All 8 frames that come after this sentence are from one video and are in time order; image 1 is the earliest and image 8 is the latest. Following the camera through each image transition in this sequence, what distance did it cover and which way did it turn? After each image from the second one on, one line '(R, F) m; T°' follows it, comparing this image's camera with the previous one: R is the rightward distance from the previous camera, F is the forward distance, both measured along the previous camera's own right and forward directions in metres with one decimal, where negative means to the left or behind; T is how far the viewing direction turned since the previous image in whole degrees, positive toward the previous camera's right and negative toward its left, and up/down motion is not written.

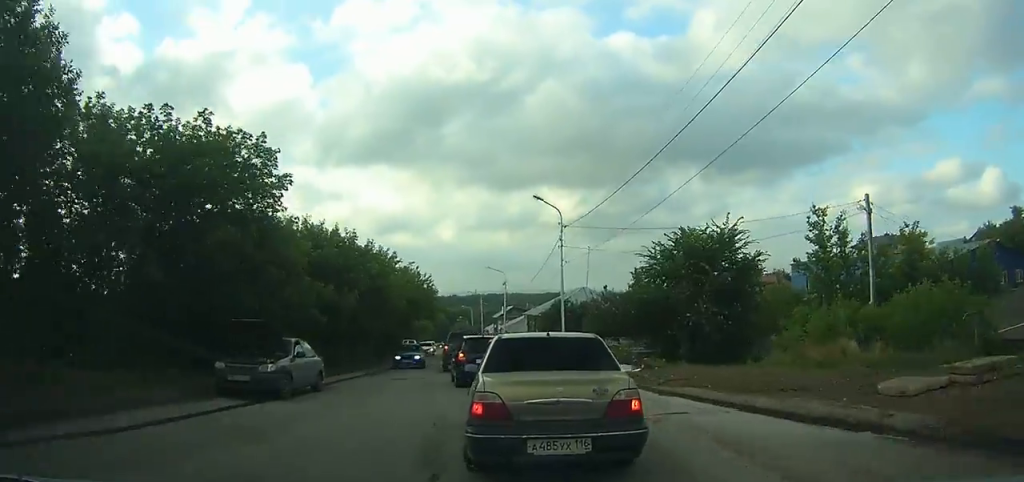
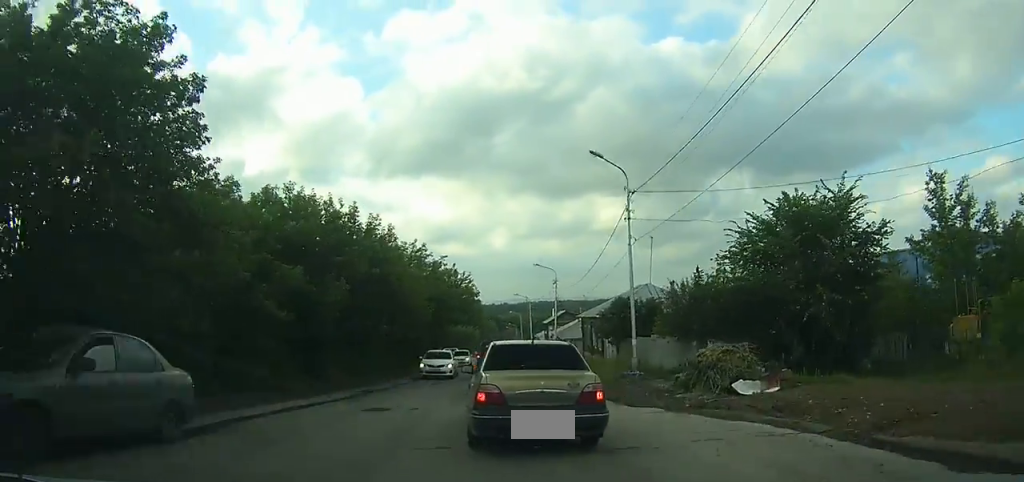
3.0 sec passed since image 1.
(-0.5, +8.7) m; -4°
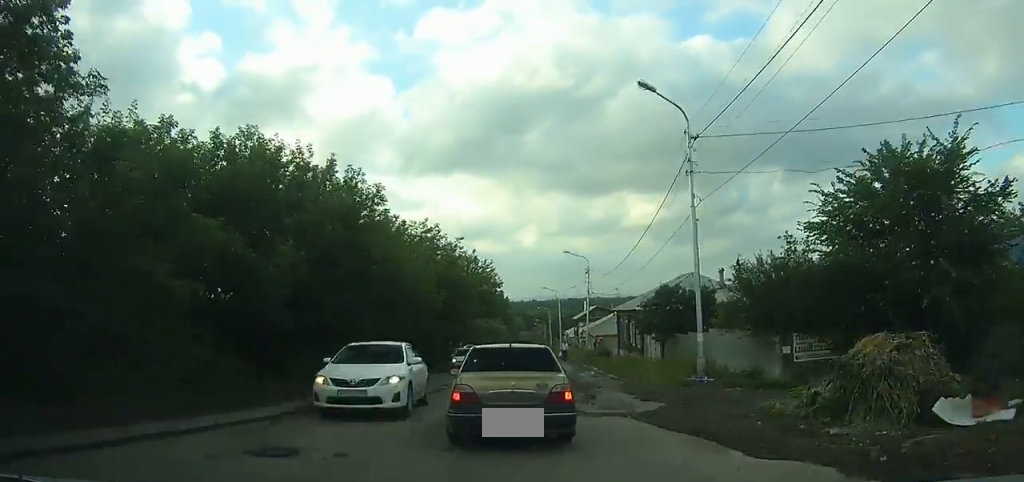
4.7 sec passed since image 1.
(-0.1, +5.4) m; -2°
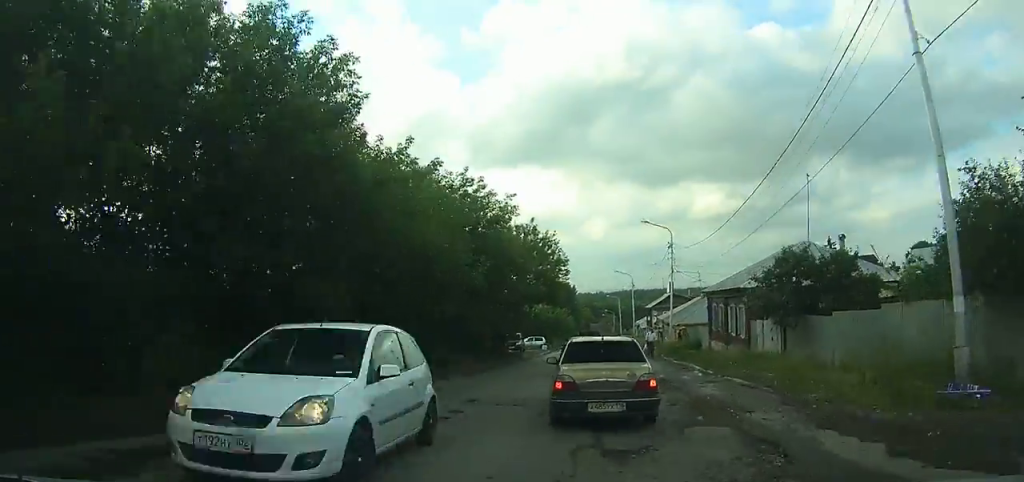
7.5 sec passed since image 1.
(-0.2, +9.8) m; -3°
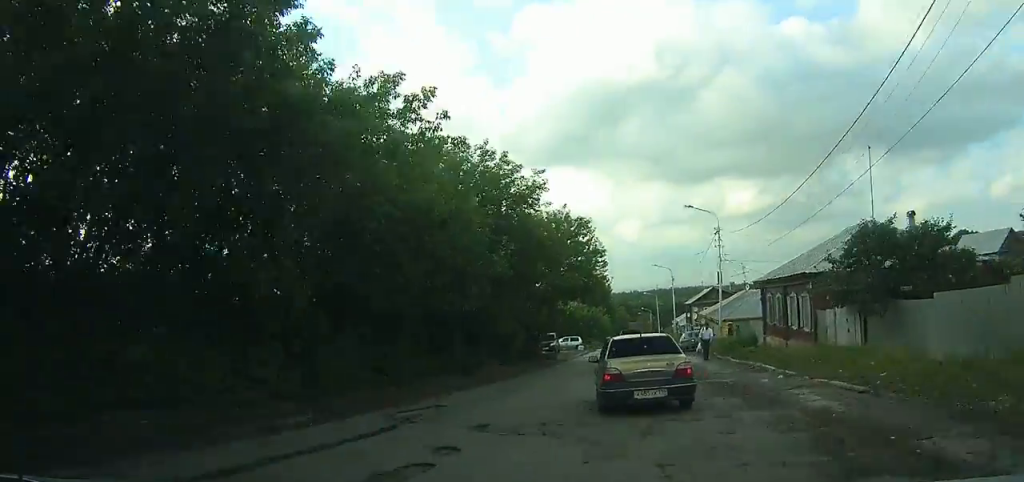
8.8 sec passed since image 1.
(-0.2, +5.0) m; -1°
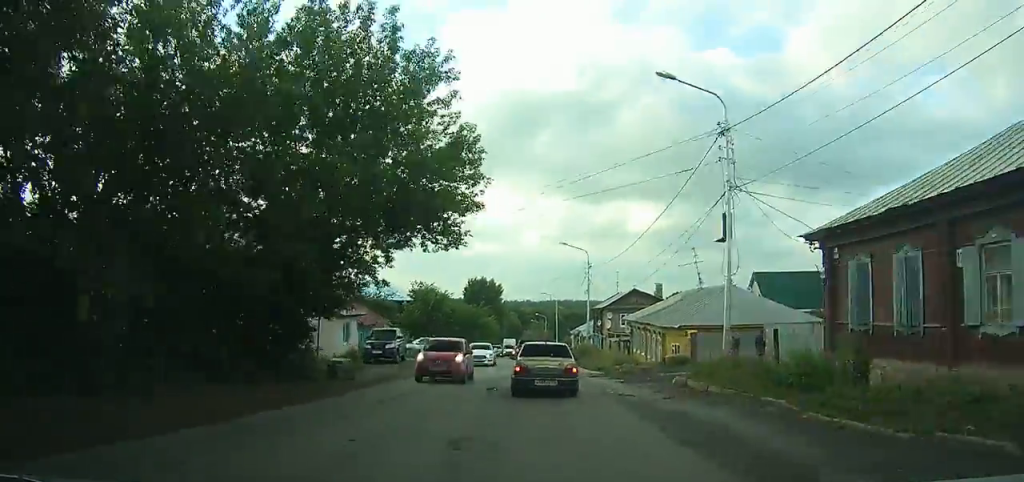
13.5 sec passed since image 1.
(+0.3, +22.0) m; +2°
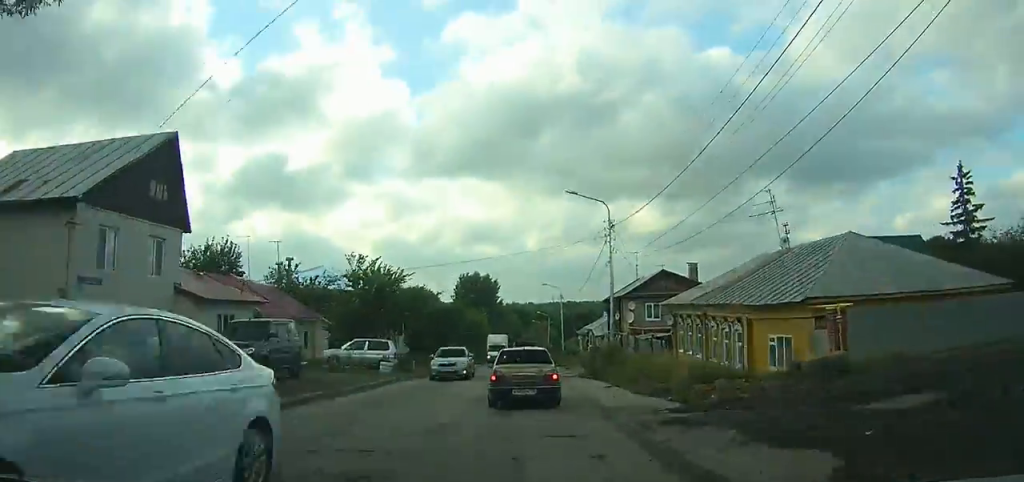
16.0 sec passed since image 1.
(+0.1, +13.6) m; 0°
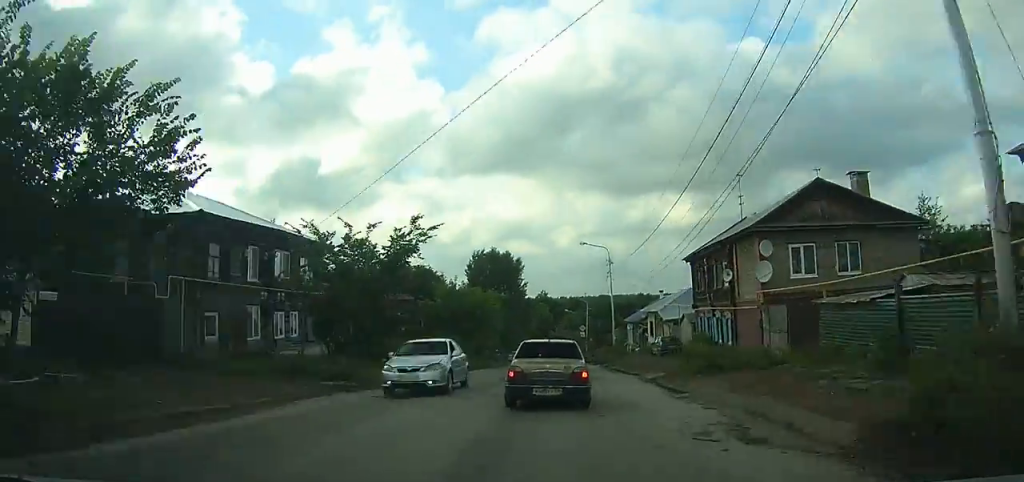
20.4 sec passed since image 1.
(-0.2, +24.9) m; 0°
